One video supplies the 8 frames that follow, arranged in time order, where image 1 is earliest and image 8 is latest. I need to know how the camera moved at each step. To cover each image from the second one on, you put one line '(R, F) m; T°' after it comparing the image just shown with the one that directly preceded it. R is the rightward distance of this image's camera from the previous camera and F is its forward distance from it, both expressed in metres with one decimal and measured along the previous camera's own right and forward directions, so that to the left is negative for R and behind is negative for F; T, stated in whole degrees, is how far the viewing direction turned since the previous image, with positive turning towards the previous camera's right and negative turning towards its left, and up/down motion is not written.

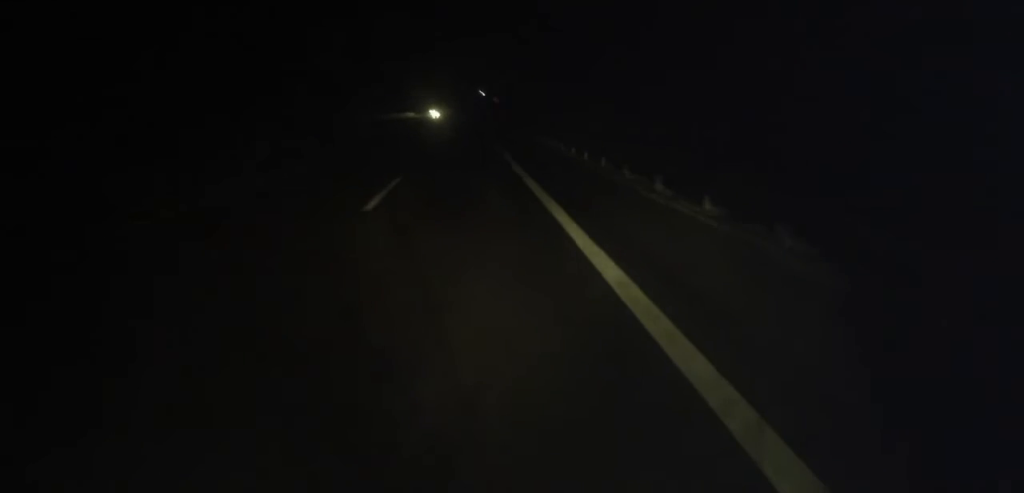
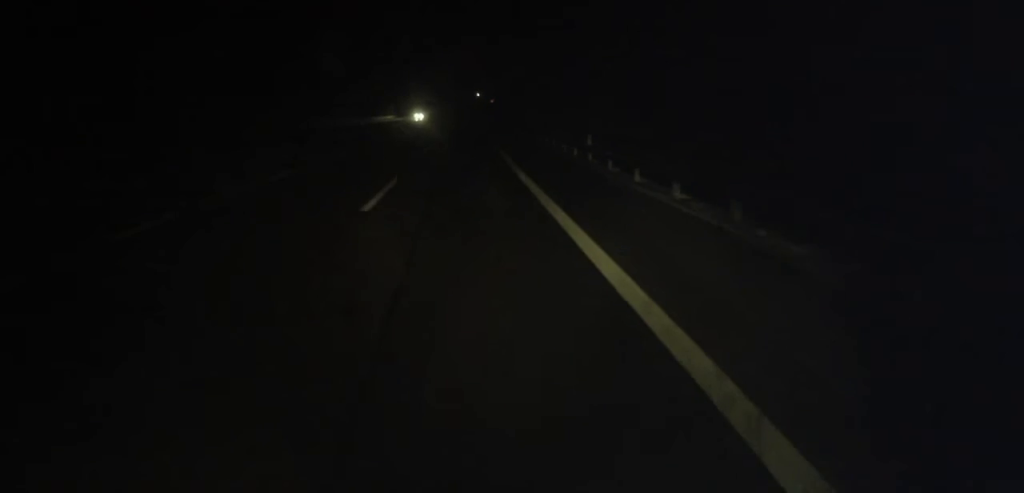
(0.0, +18.0) m; +1°
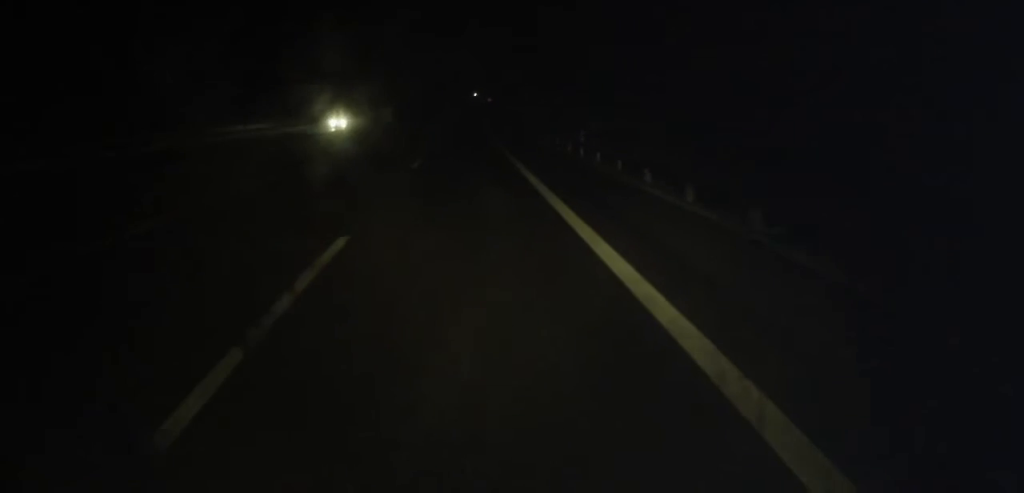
(+0.6, +44.5) m; +1°
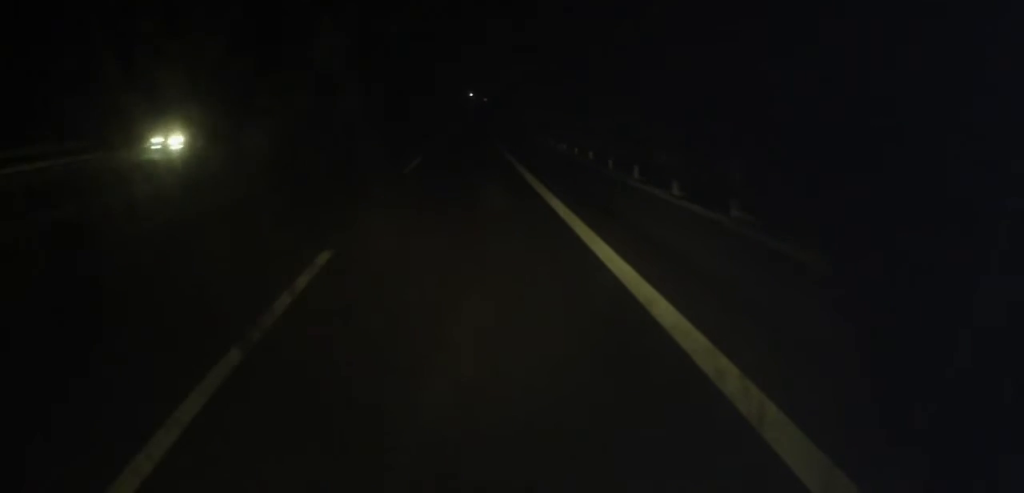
(-0.4, +18.9) m; 0°
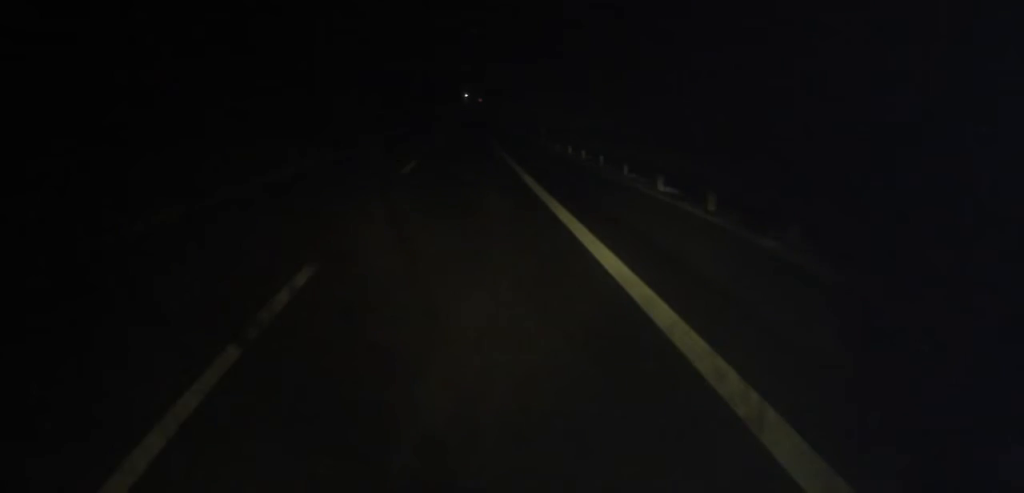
(+0.4, +19.0) m; +1°
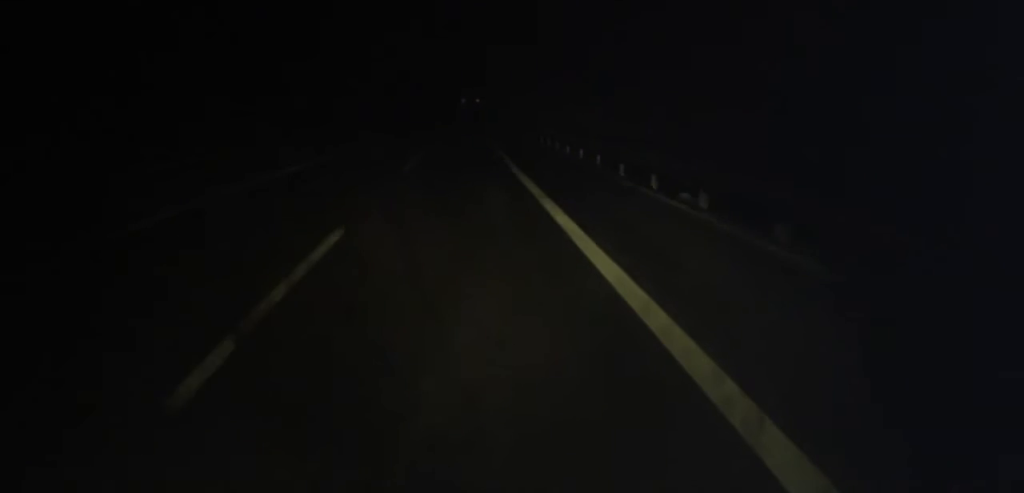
(+0.3, +51.9) m; 0°
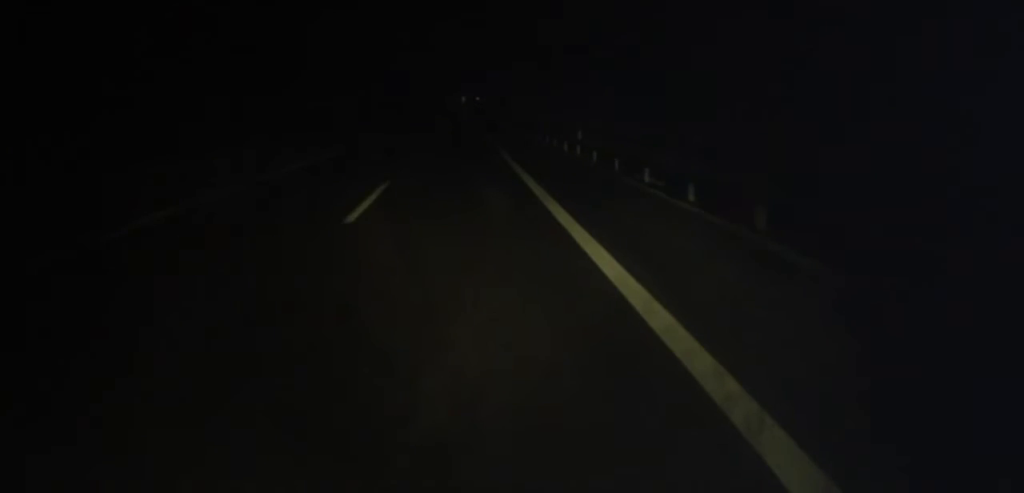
(0.0, +11.2) m; 0°
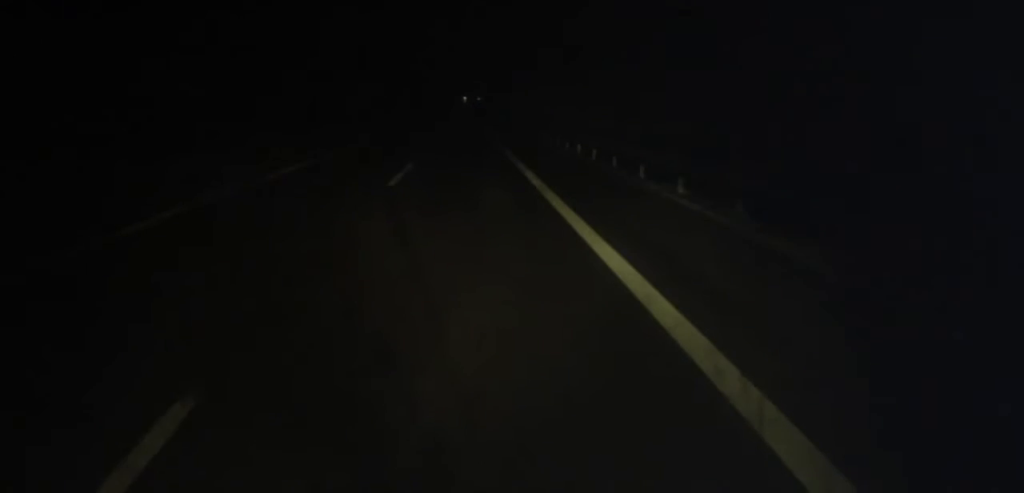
(0.0, +31.0) m; 0°
